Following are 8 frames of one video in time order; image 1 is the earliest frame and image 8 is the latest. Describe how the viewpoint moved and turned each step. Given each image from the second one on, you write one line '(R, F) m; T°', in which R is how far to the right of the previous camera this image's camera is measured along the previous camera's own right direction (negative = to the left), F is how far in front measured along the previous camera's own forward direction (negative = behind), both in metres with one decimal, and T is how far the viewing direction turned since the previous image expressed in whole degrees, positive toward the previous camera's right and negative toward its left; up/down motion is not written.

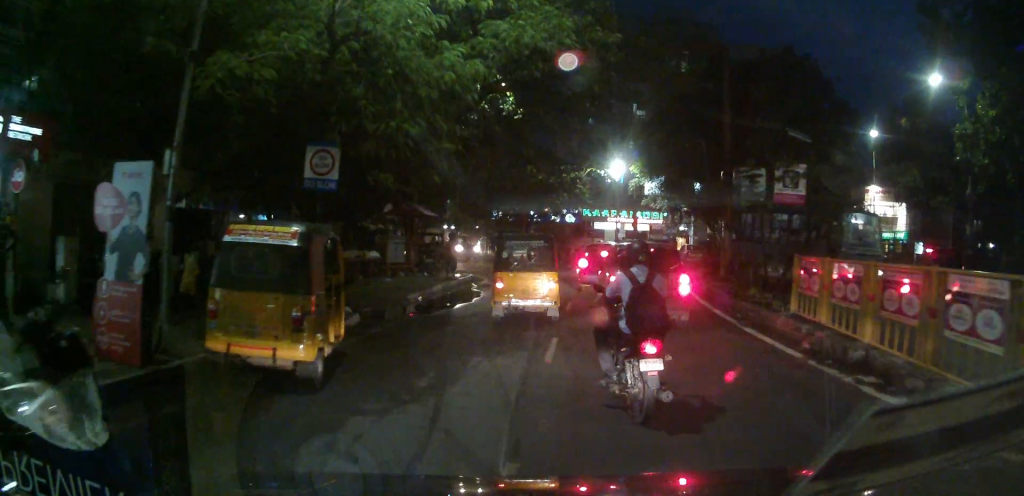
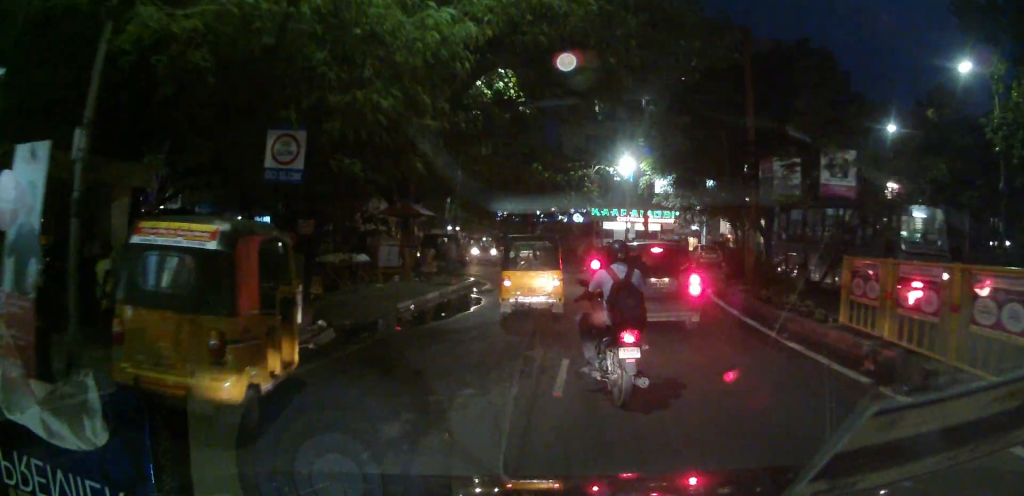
(0.0, +1.8) m; 0°
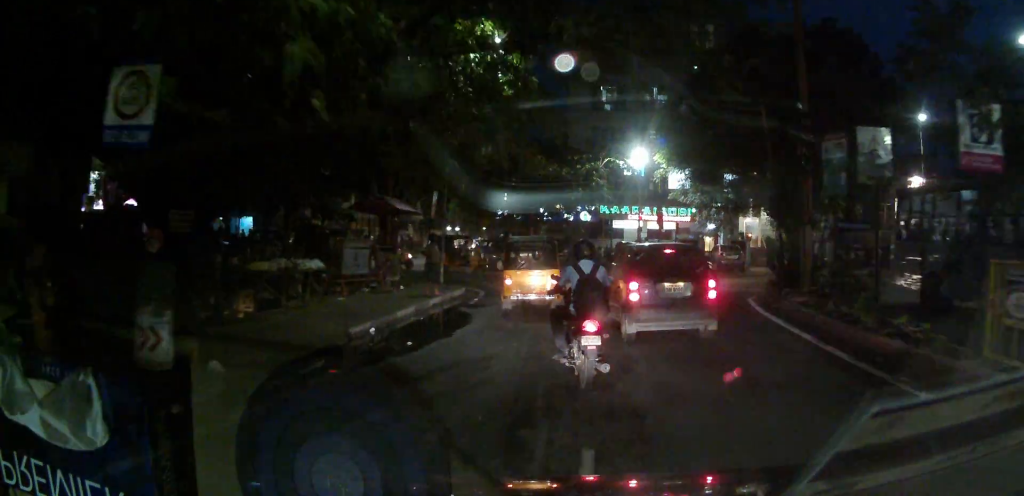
(0.0, +3.5) m; 0°
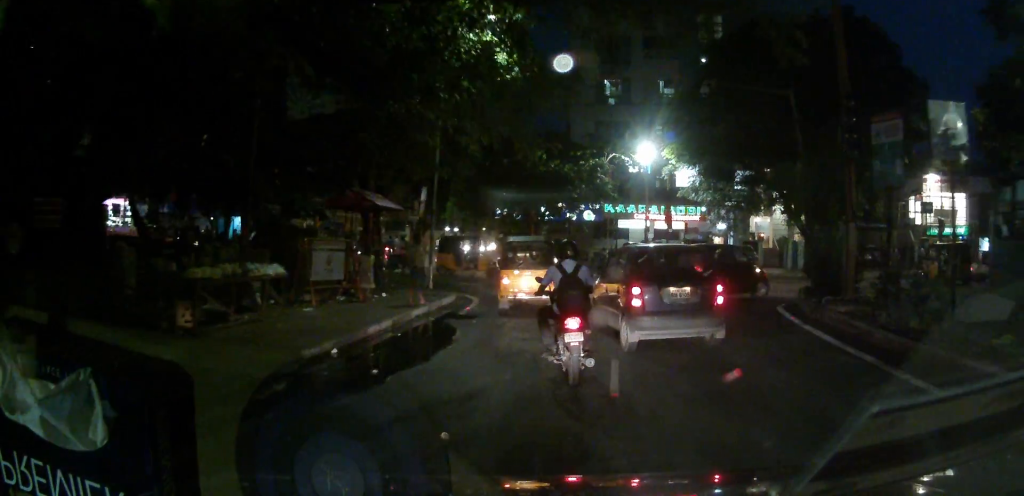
(0.0, +2.1) m; 0°
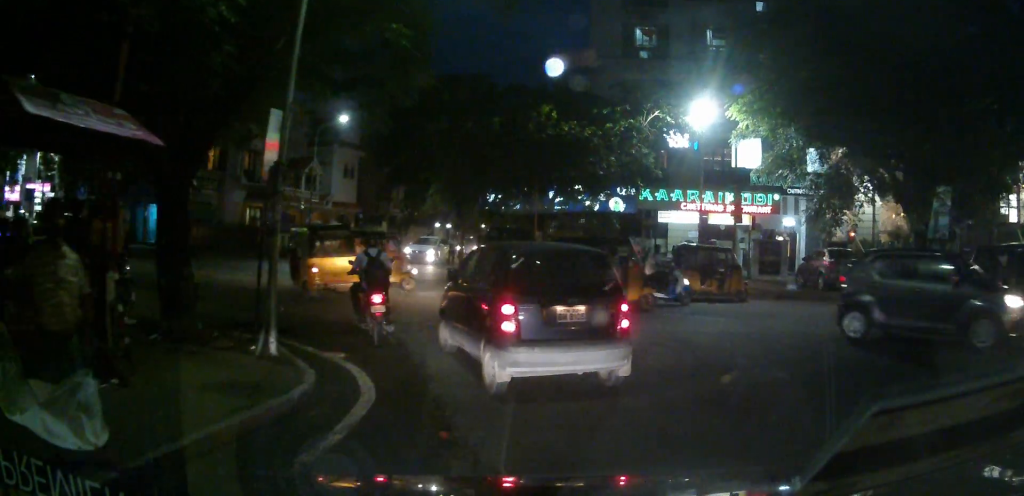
(0.0, +11.7) m; 0°
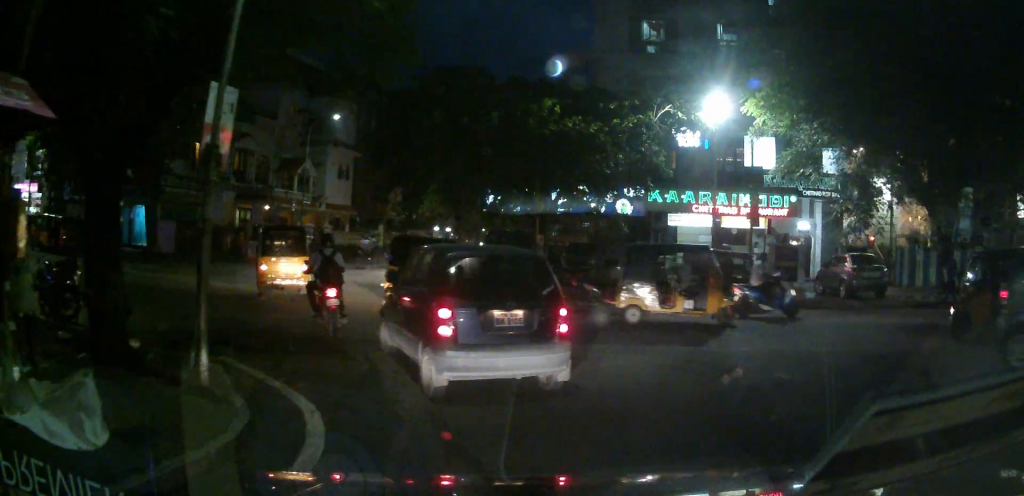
(0.0, +1.7) m; -1°
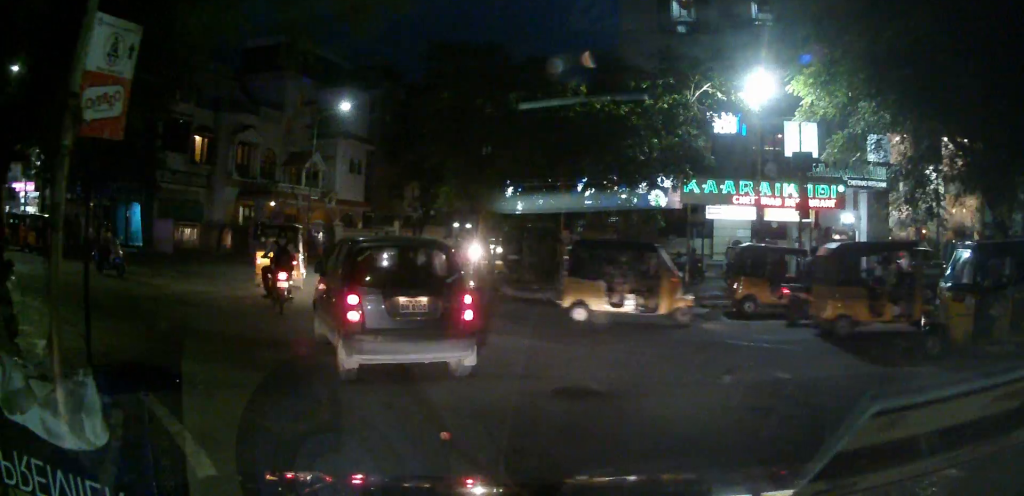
(0.0, +2.6) m; -3°
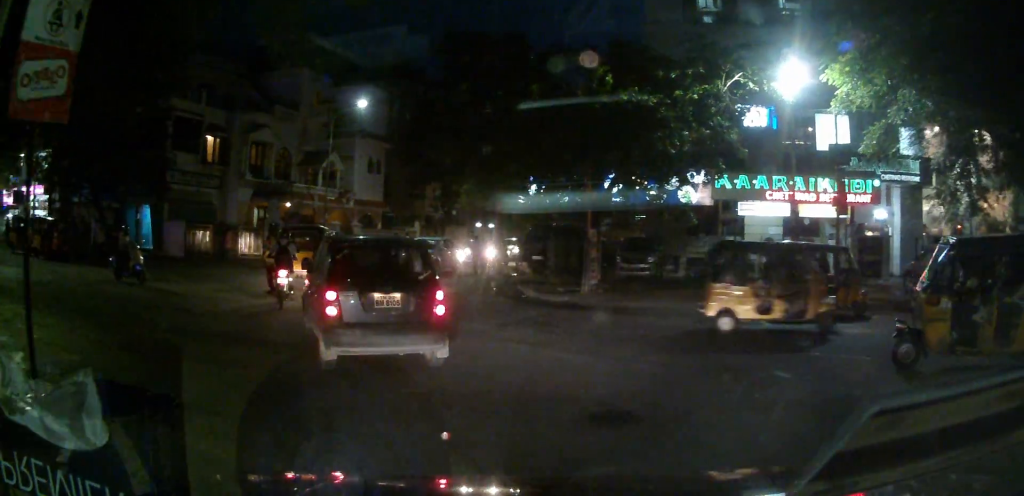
(0.0, +1.1) m; -5°
